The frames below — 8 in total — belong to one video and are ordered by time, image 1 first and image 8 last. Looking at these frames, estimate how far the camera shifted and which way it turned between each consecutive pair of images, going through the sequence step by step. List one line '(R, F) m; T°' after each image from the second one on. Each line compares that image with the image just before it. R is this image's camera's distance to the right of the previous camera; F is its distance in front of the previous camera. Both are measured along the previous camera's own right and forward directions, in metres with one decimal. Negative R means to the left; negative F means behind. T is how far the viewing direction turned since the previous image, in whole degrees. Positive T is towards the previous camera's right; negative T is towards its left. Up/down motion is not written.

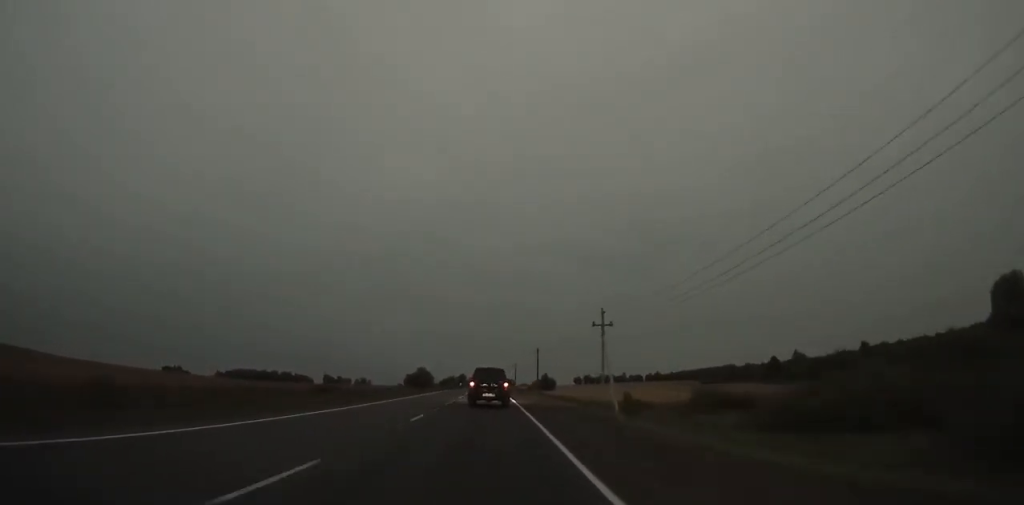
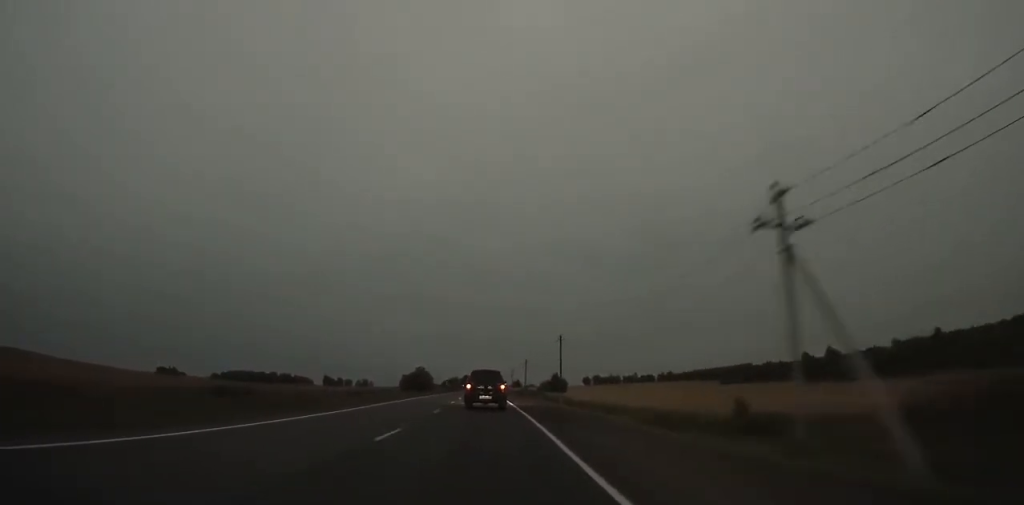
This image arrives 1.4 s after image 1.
(-0.1, +29.6) m; -1°
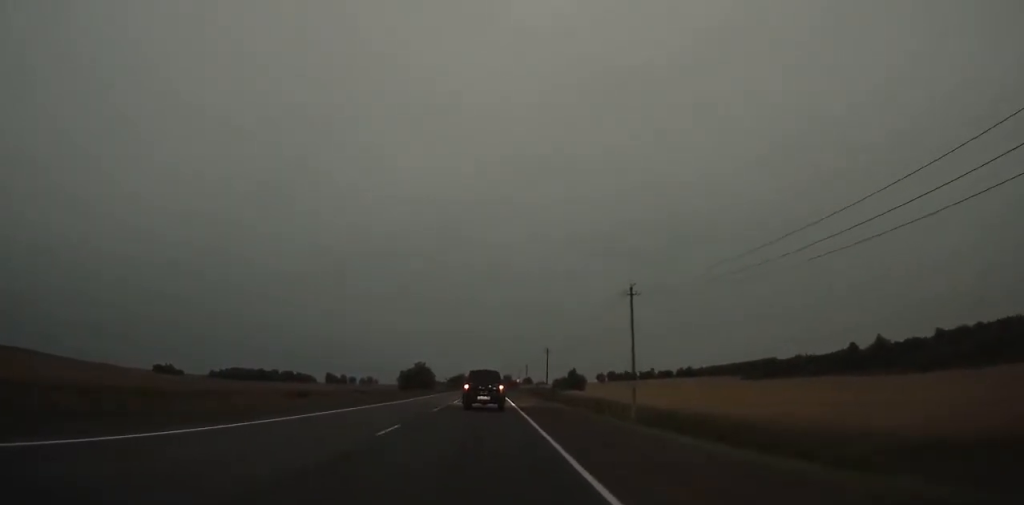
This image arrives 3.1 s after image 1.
(-0.5, +35.8) m; -1°
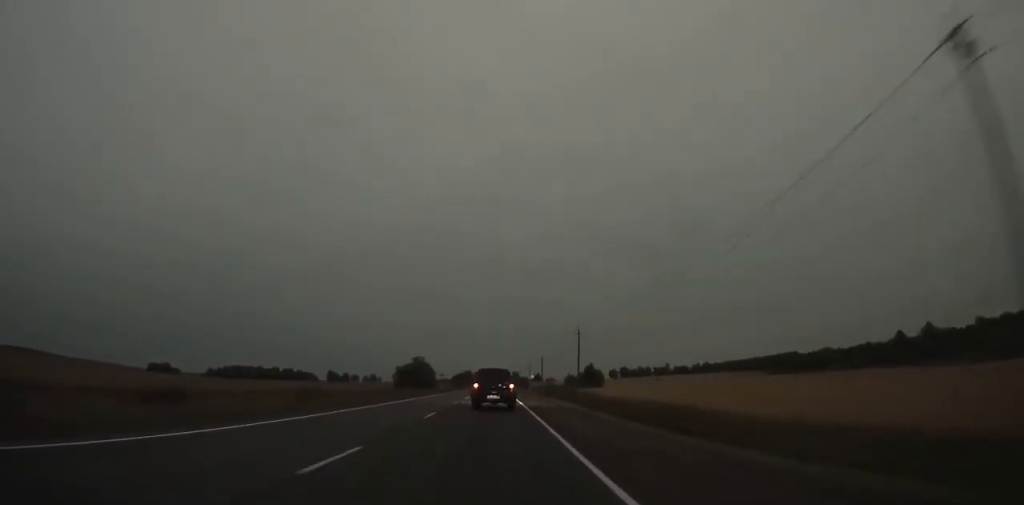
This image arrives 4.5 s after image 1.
(-0.1, +29.4) m; -1°
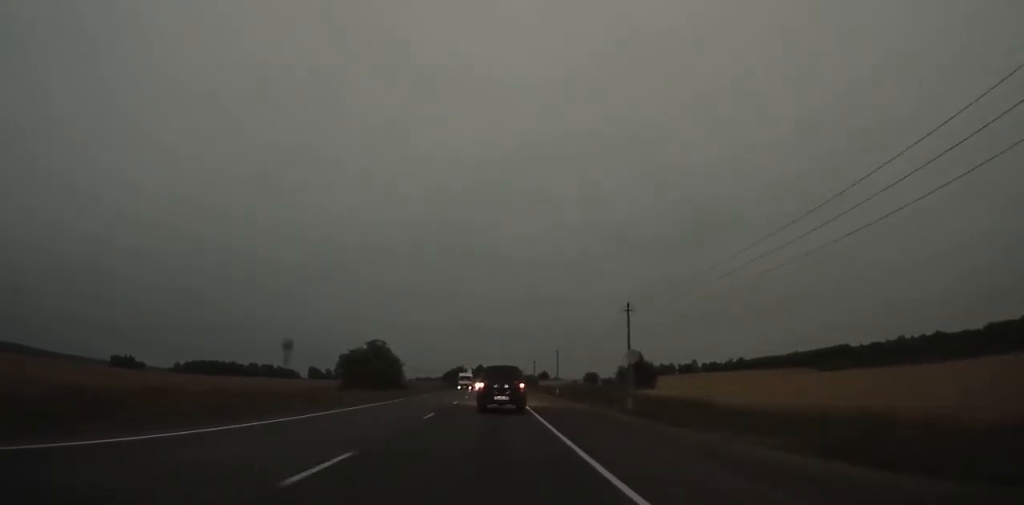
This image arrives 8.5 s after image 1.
(-0.7, +83.5) m; 0°
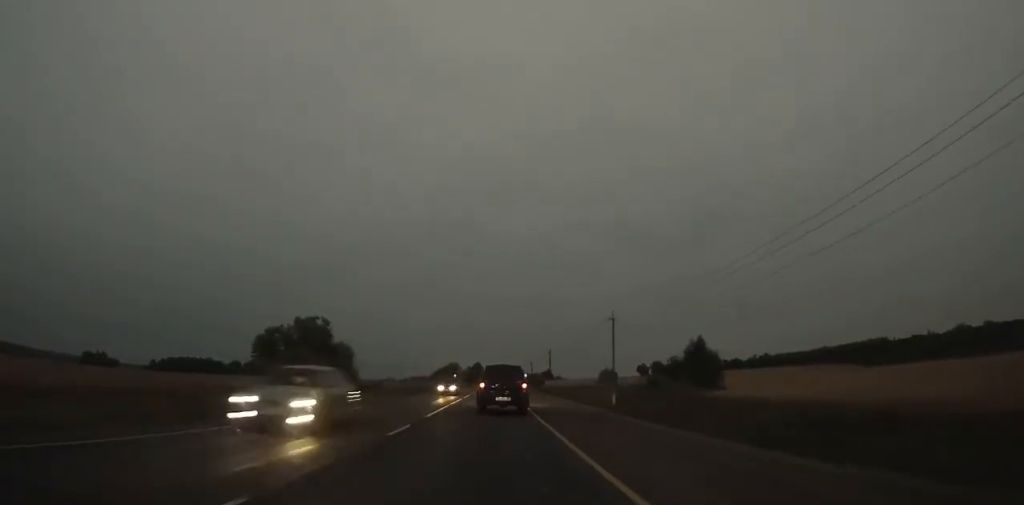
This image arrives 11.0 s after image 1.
(0.0, +51.6) m; 0°
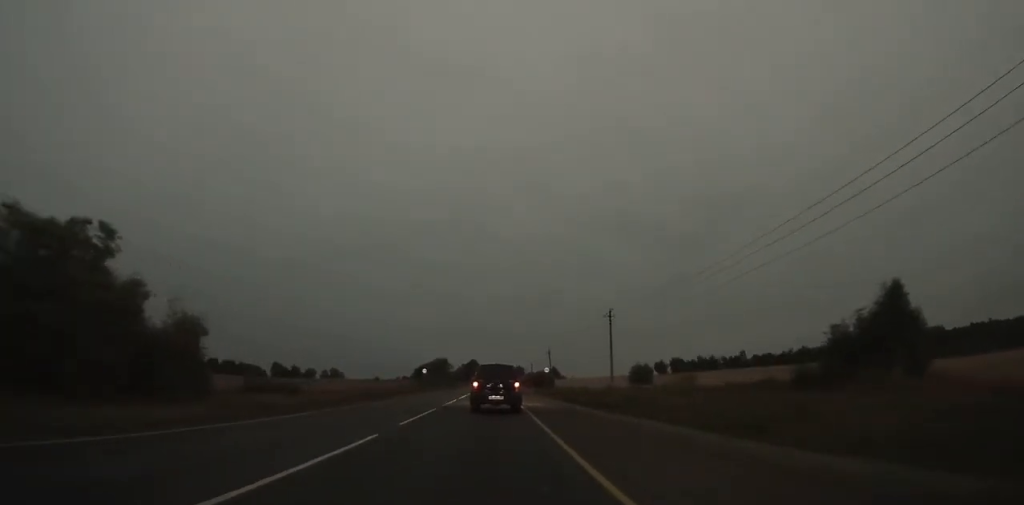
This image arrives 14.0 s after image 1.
(+0.1, +61.4) m; 0°
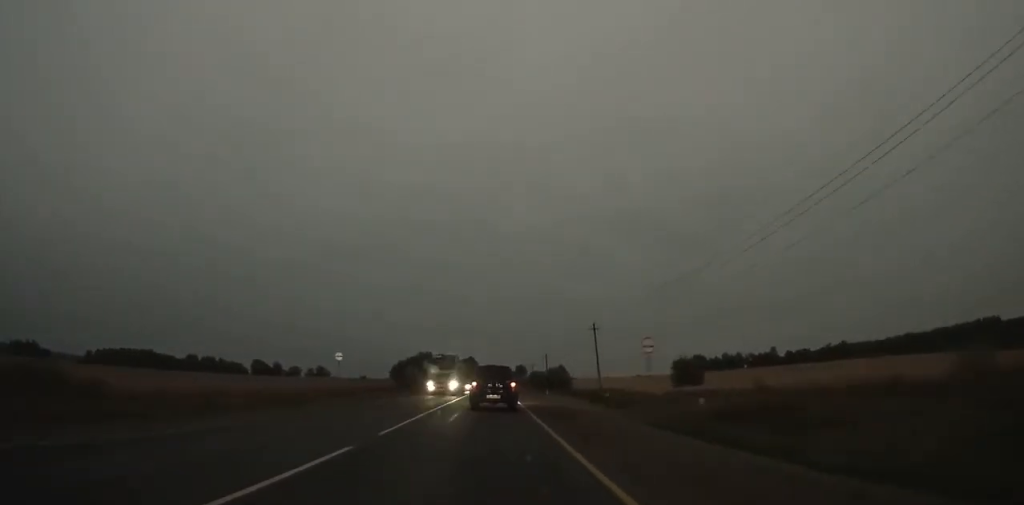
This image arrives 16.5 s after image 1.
(0.0, +50.8) m; 0°
